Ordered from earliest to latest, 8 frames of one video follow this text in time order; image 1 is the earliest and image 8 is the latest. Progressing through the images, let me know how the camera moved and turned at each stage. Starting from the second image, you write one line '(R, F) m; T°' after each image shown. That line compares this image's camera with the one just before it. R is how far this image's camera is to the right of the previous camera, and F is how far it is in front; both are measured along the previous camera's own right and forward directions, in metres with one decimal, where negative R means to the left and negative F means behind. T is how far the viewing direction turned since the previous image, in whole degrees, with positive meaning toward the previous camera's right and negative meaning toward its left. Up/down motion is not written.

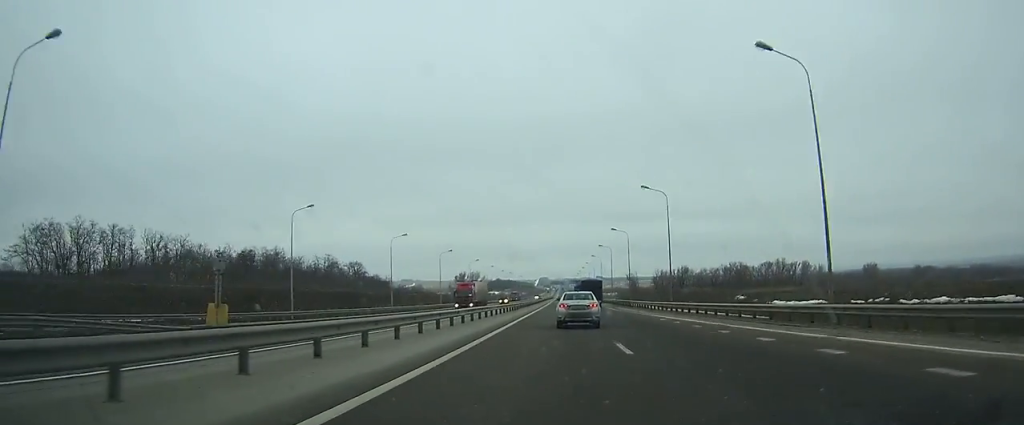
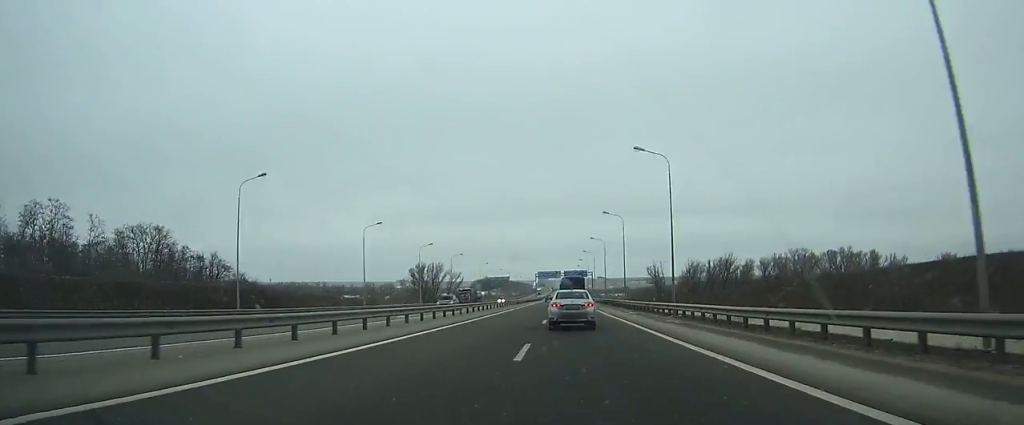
(+0.3, +100.9) m; 0°
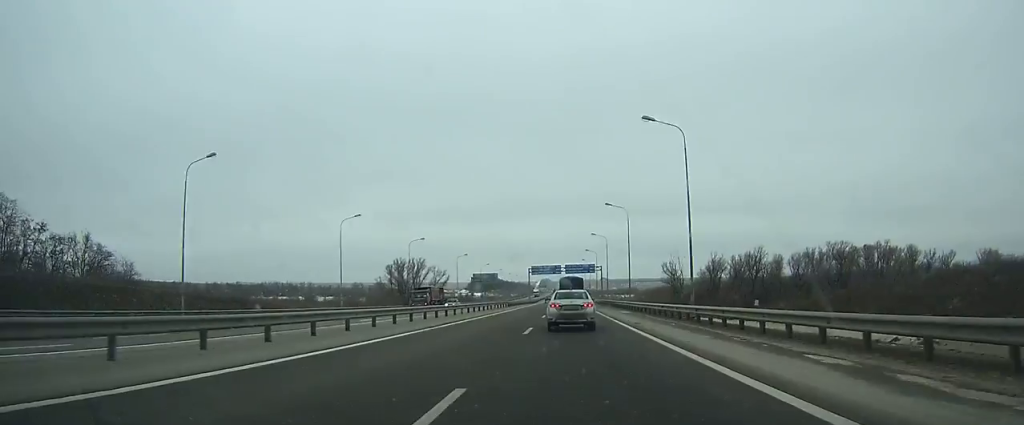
(-0.1, +36.5) m; 0°
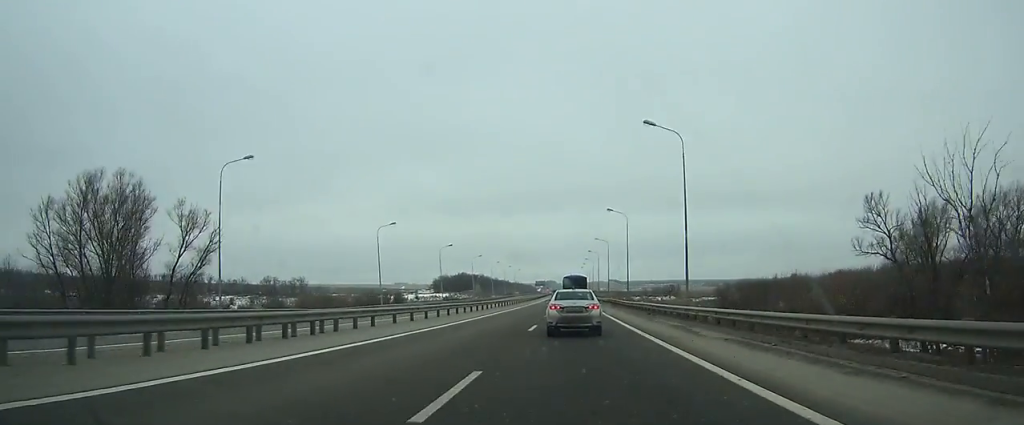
(-0.8, +157.0) m; 0°
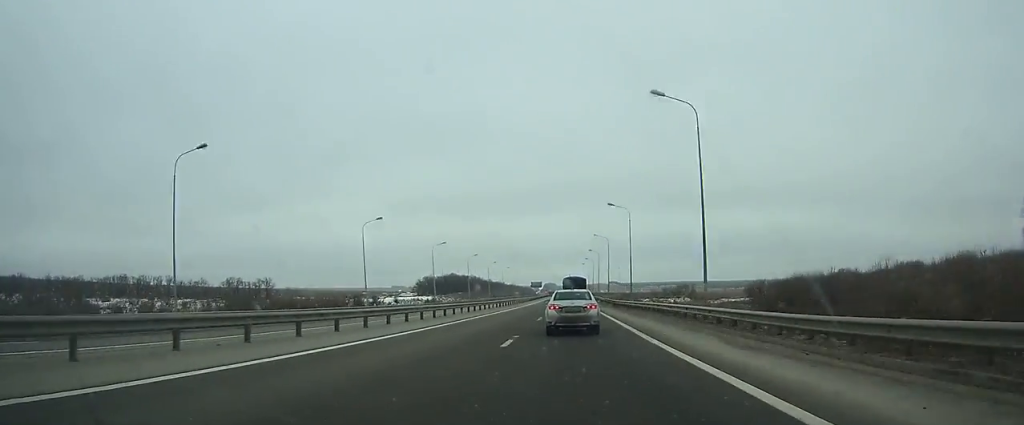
(0.0, +38.9) m; 0°
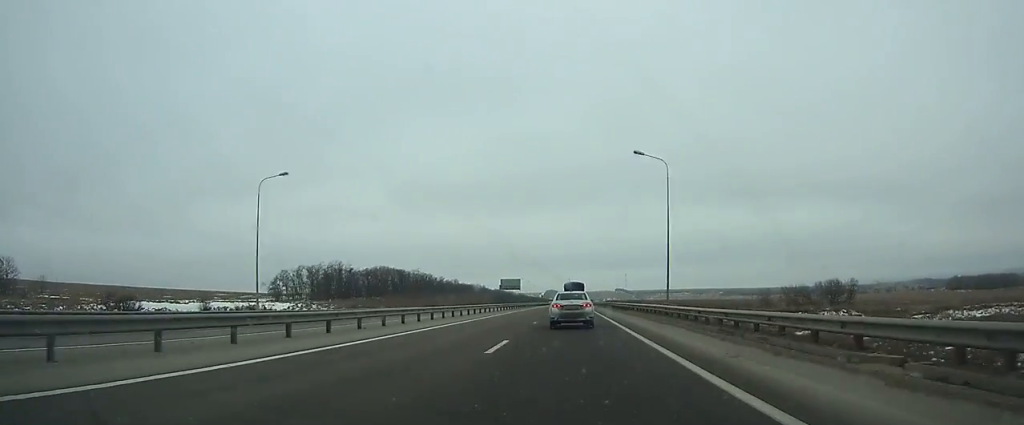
(-0.4, +161.7) m; 0°
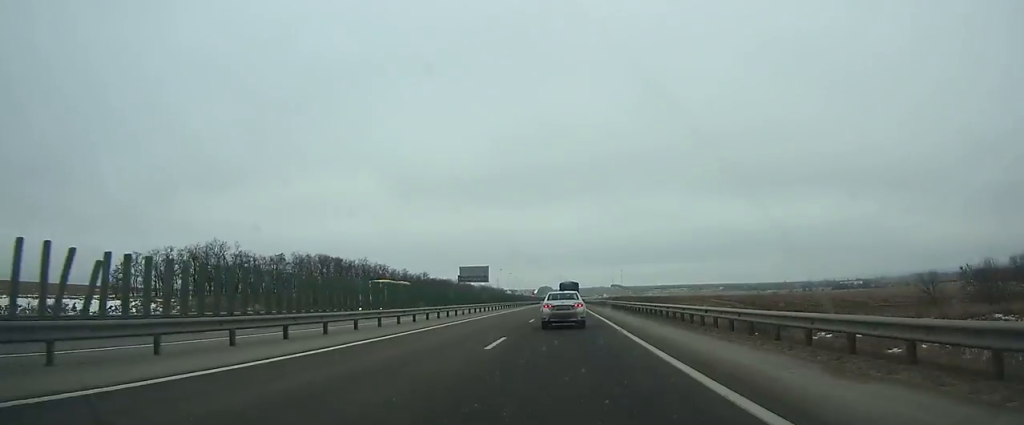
(0.0, +62.1) m; 0°
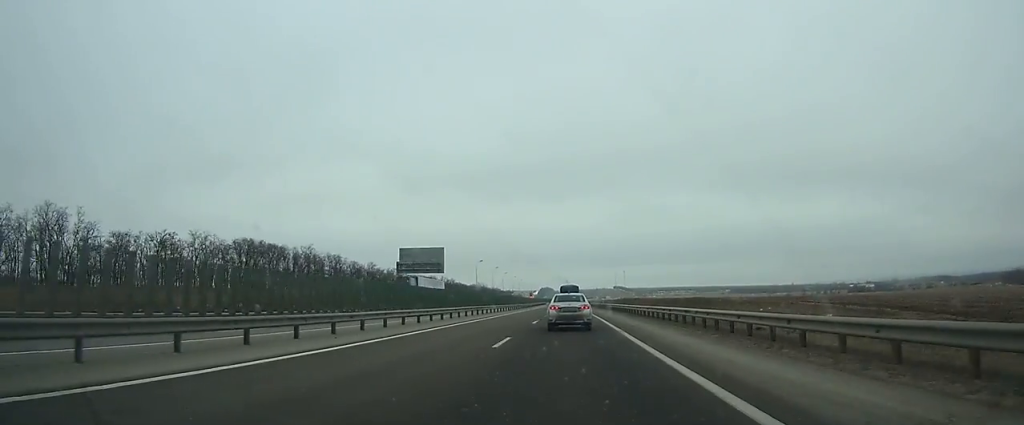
(+0.1, +47.2) m; 0°
